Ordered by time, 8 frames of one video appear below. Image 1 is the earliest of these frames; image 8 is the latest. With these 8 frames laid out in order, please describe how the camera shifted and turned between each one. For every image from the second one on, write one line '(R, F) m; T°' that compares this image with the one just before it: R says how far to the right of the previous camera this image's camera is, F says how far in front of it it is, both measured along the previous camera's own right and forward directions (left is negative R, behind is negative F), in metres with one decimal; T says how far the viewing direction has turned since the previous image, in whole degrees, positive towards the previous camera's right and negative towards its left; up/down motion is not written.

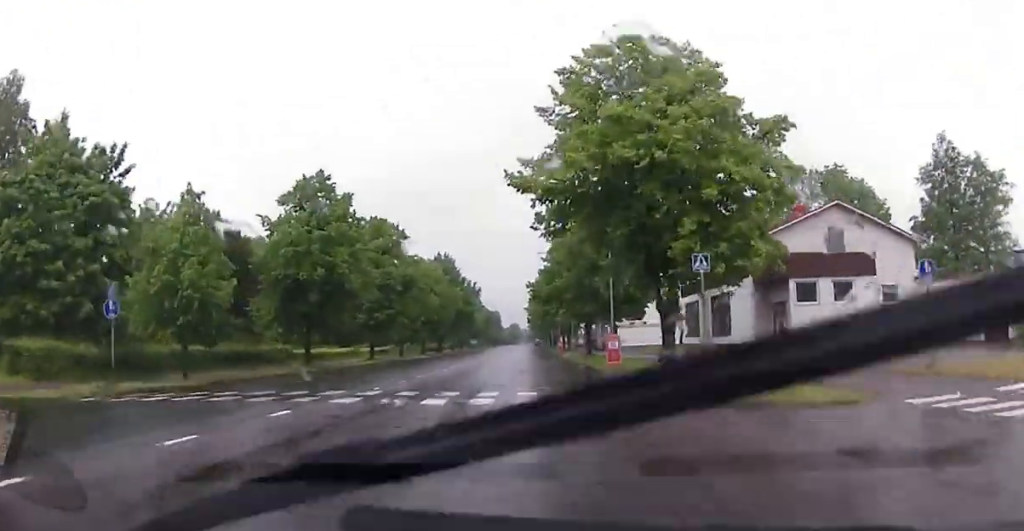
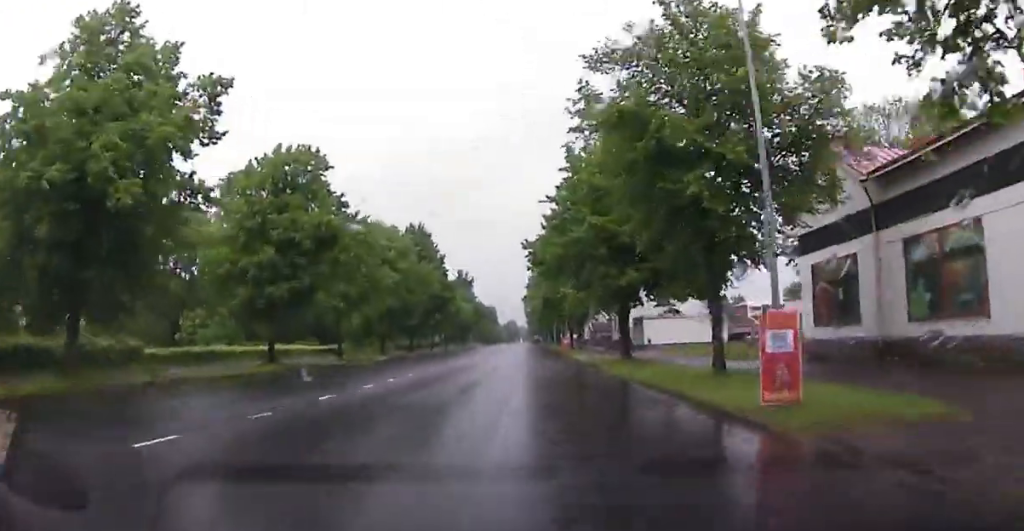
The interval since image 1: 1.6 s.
(+0.7, +23.0) m; +2°
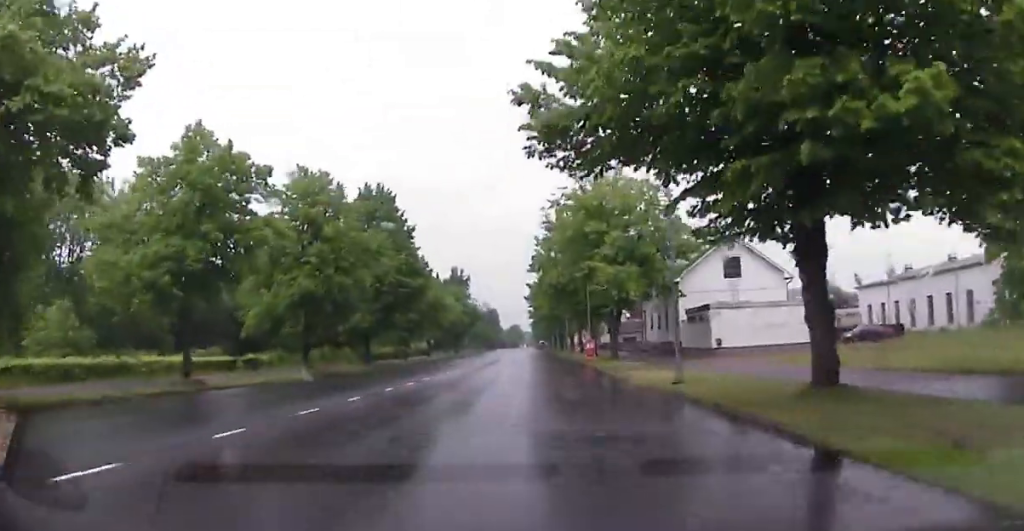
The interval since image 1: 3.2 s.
(-0.2, +23.8) m; -2°
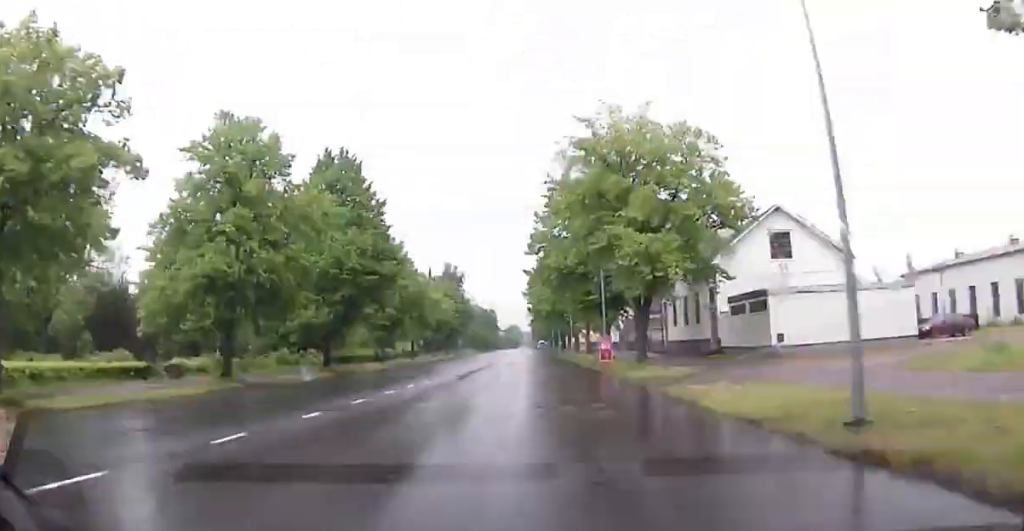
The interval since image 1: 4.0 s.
(-0.4, +11.3) m; 0°
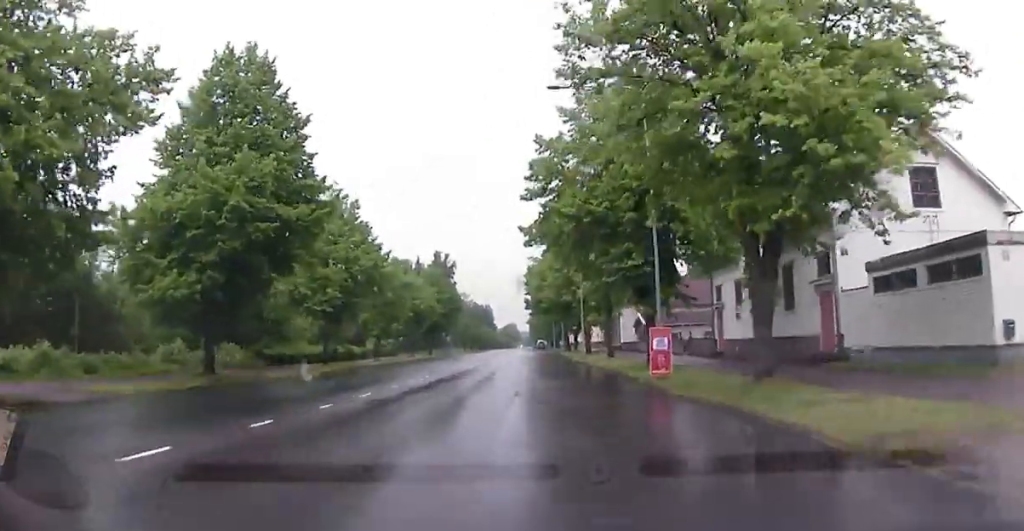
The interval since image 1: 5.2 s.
(+0.5, +17.4) m; +2°
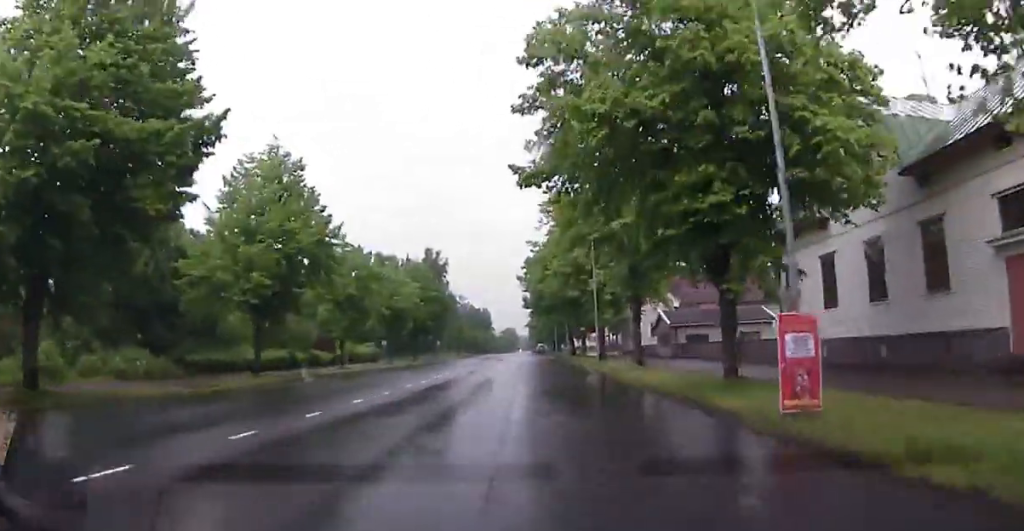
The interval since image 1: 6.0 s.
(0.0, +12.0) m; 0°
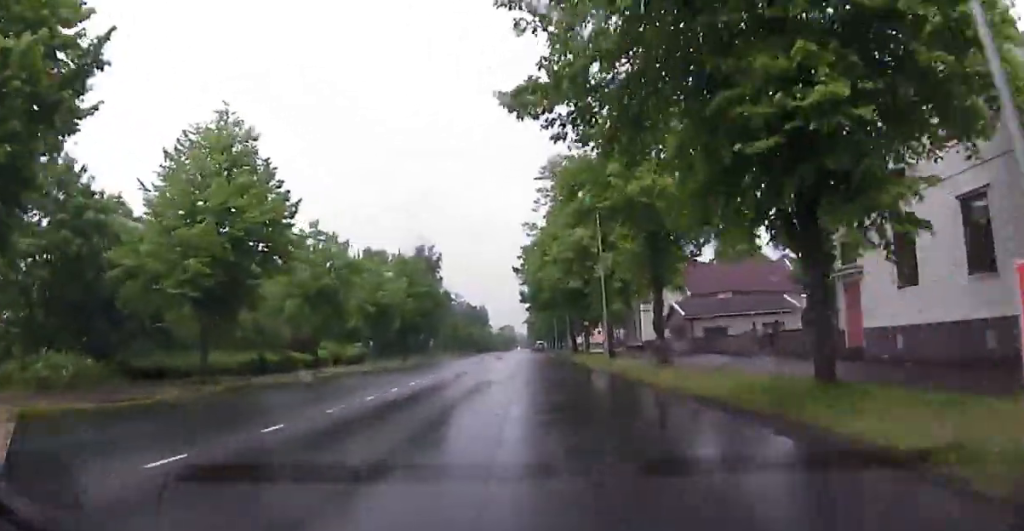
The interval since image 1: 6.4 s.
(0.0, +6.0) m; 0°
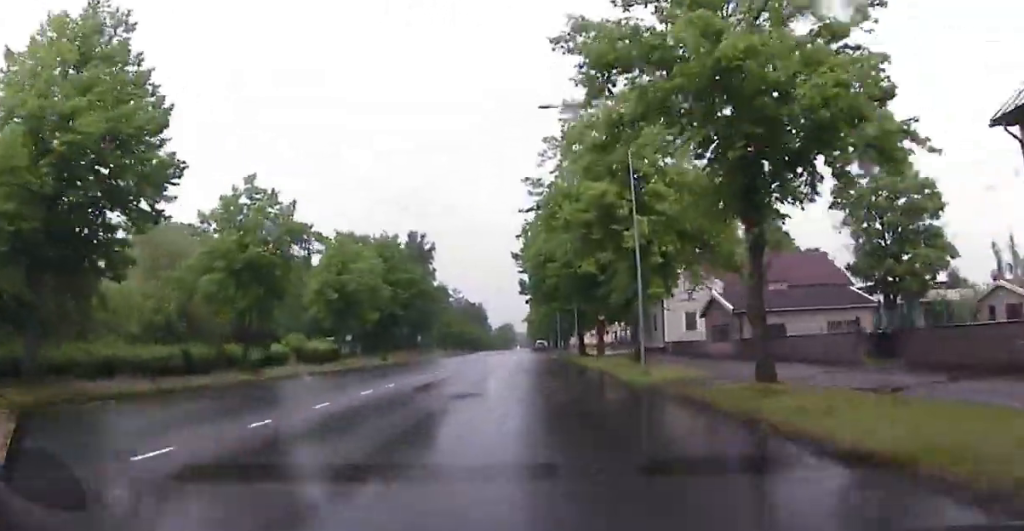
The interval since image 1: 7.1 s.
(0.0, +11.4) m; 0°
